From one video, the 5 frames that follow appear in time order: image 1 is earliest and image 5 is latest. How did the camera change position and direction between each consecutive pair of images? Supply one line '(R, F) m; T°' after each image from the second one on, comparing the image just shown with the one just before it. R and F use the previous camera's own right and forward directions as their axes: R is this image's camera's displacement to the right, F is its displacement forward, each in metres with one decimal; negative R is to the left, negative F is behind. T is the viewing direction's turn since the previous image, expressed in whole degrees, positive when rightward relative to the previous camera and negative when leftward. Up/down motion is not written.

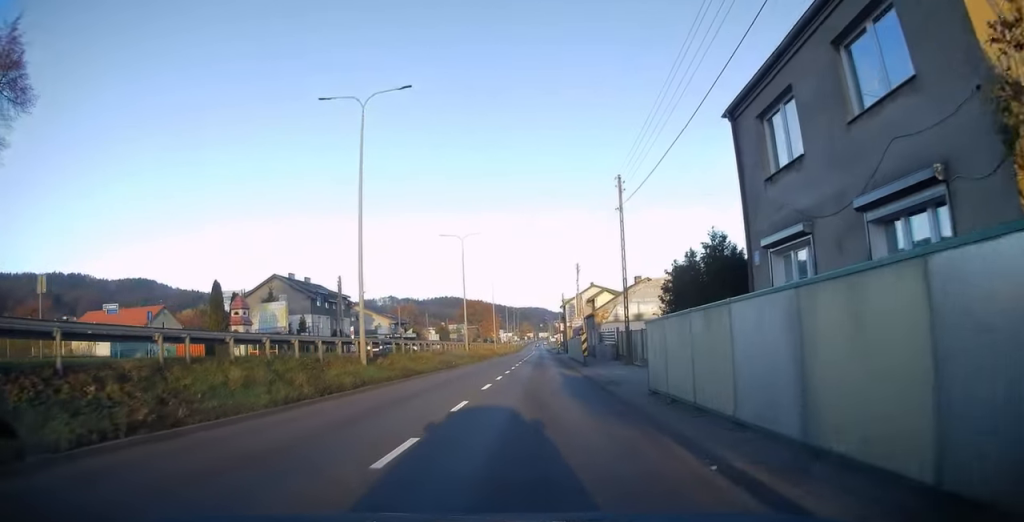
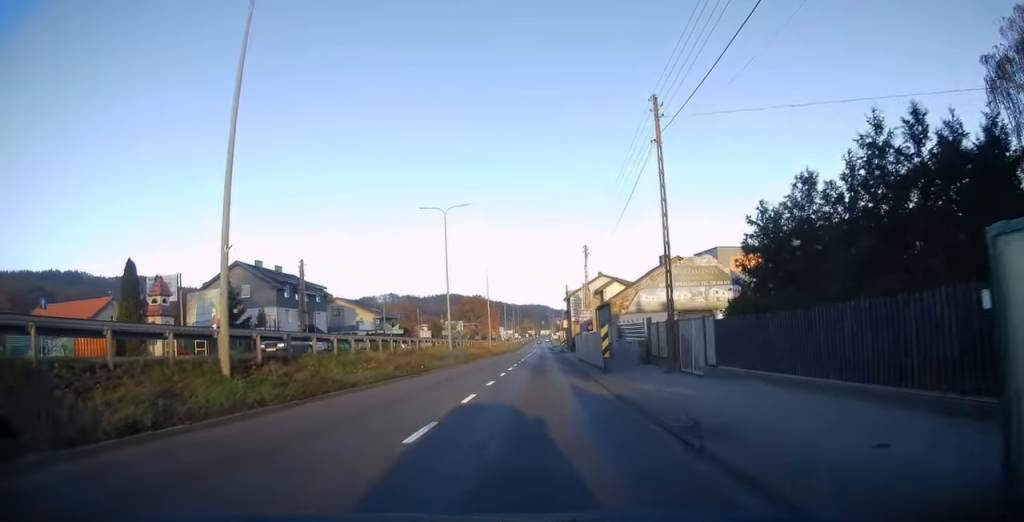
(0.0, +10.7) m; +1°
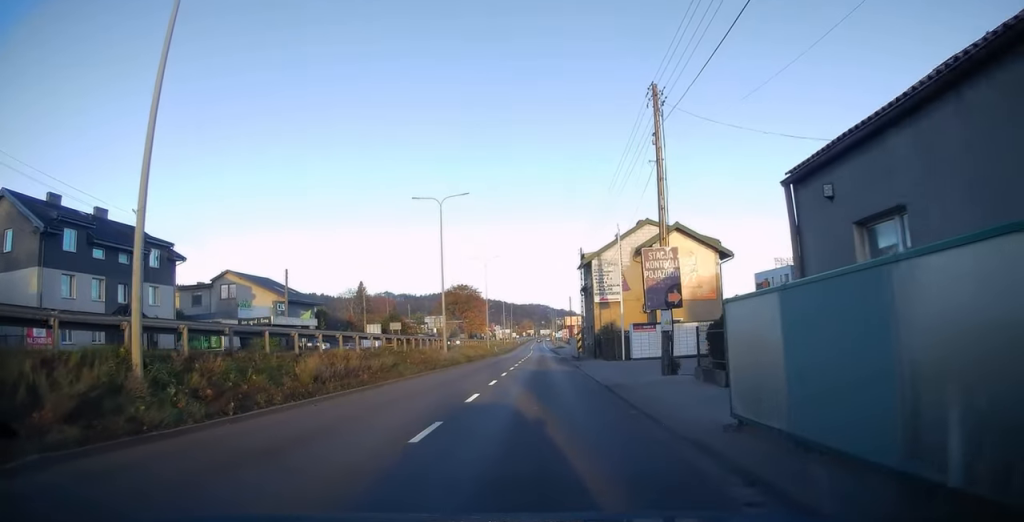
(-0.1, +35.7) m; -1°
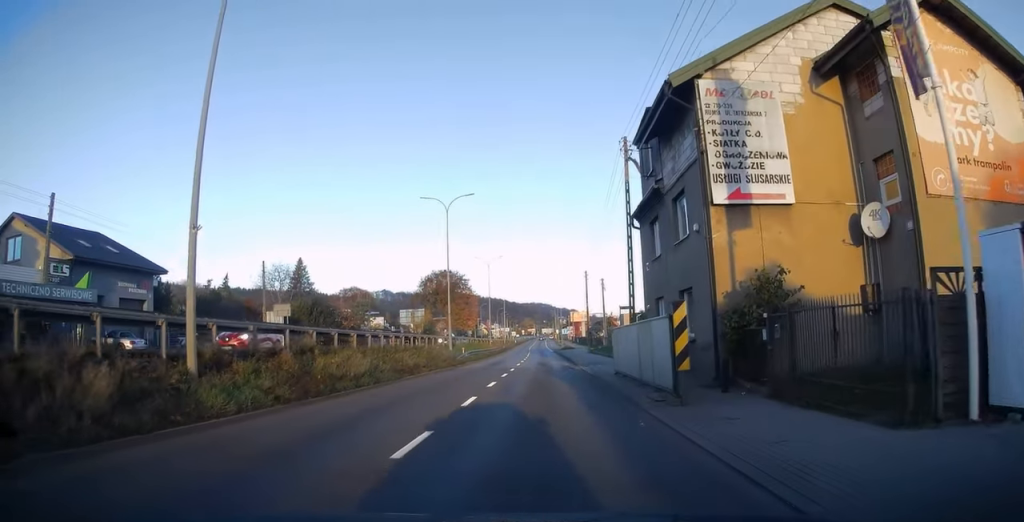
(-0.1, +31.1) m; 0°
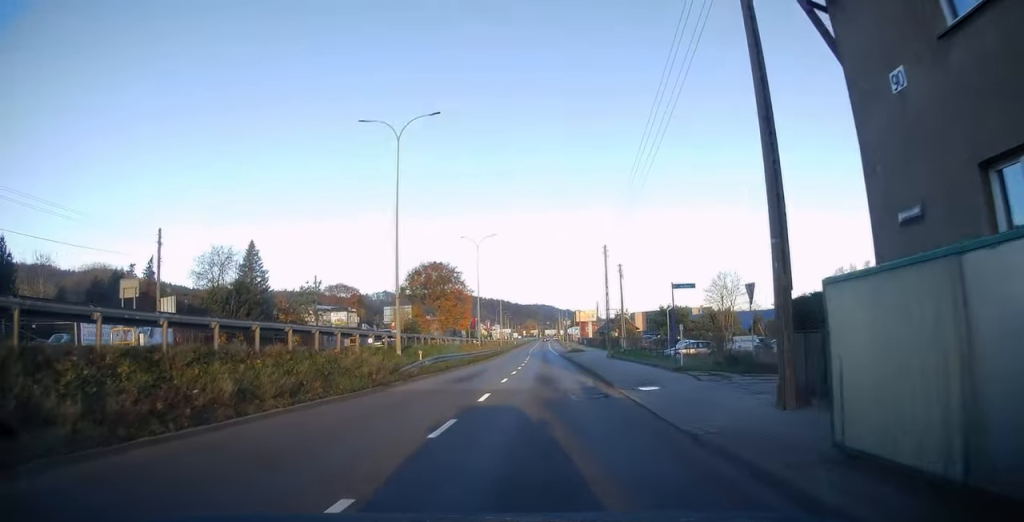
(+0.1, +16.2) m; 0°
